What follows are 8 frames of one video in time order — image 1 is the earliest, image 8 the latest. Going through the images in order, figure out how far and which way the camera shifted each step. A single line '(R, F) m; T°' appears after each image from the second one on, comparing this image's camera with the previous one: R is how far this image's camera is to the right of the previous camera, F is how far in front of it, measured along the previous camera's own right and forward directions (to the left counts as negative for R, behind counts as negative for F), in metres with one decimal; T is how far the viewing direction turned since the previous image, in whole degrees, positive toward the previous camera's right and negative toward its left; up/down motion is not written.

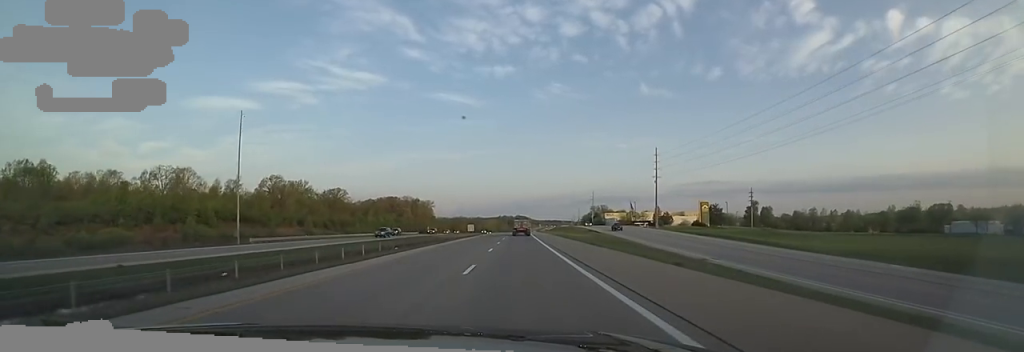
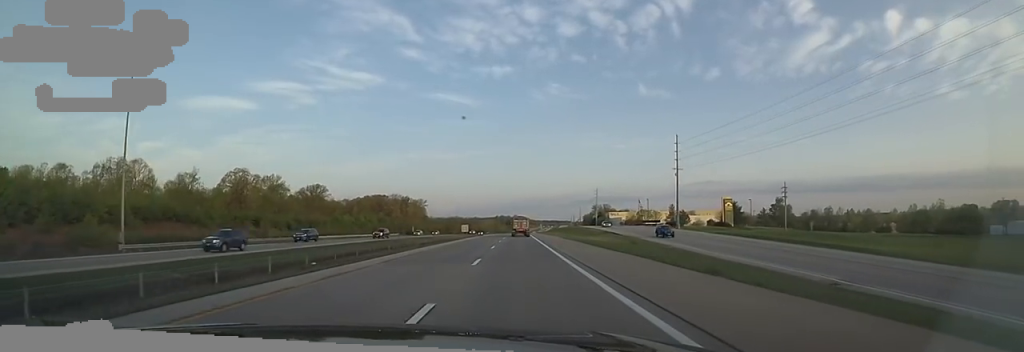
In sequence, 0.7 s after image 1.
(-0.1, +20.7) m; 0°
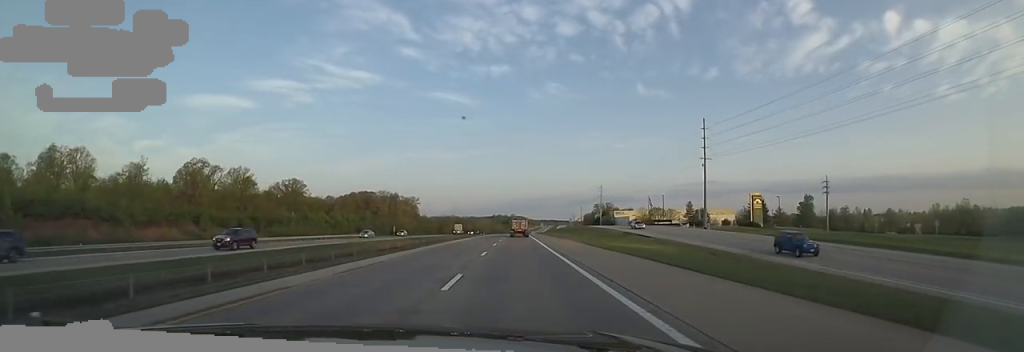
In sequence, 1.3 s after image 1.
(-0.3, +19.9) m; 0°
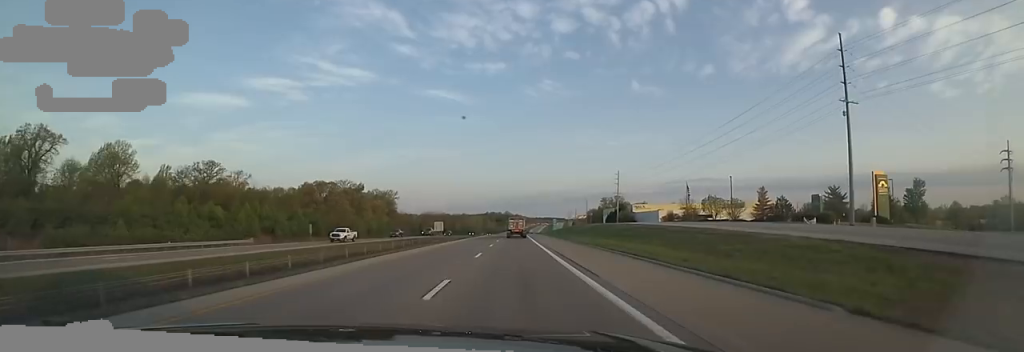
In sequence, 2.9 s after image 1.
(+0.7, +50.3) m; +1°
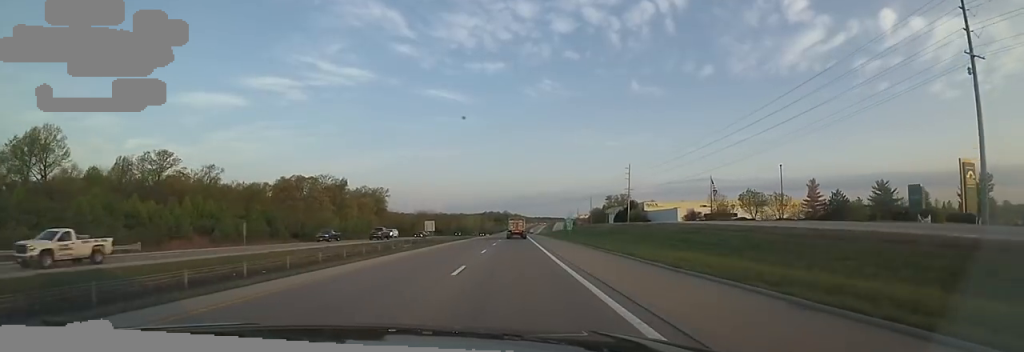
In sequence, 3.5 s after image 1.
(-0.1, +19.6) m; 0°
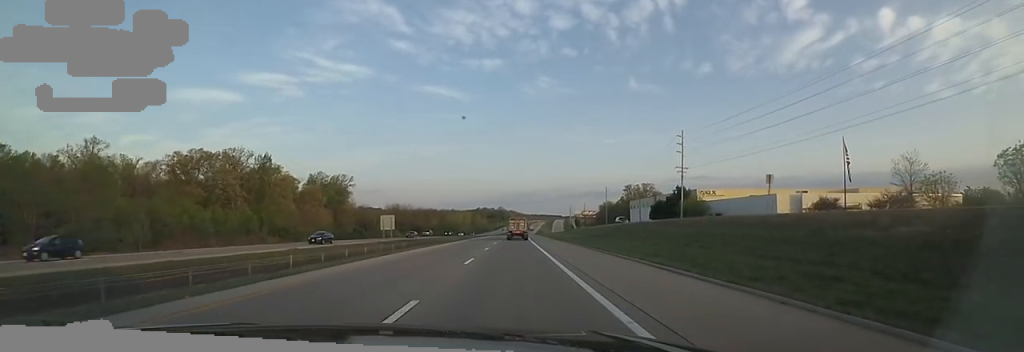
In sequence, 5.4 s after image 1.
(0.0, +56.6) m; 0°
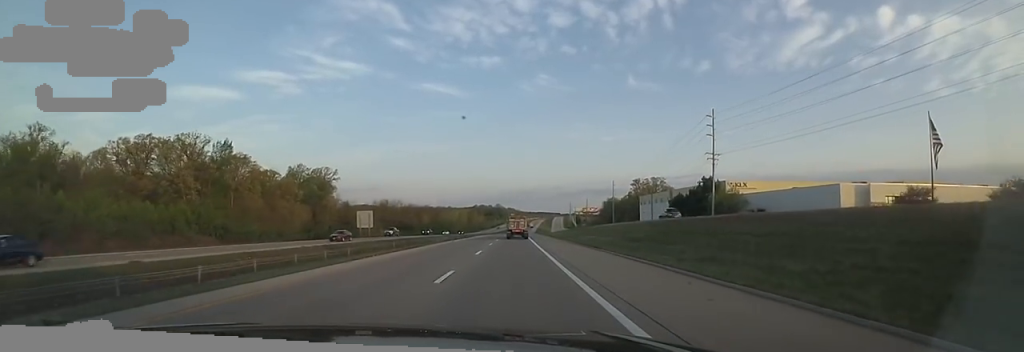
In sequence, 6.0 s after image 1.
(+0.1, +18.7) m; +1°
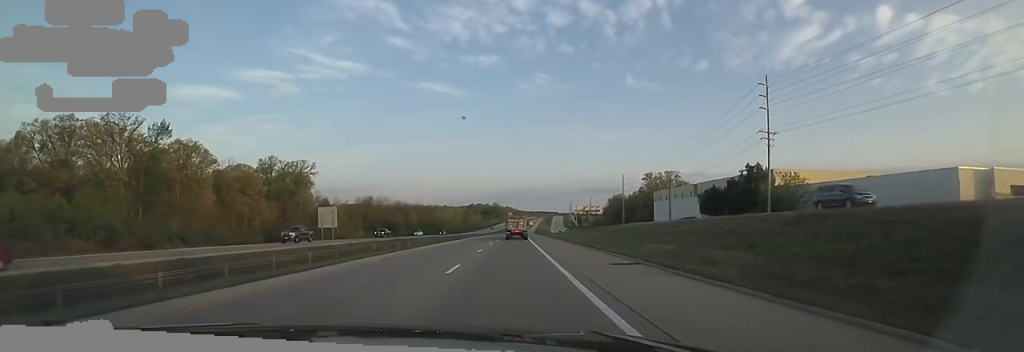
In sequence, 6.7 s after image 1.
(+0.2, +21.9) m; +1°
